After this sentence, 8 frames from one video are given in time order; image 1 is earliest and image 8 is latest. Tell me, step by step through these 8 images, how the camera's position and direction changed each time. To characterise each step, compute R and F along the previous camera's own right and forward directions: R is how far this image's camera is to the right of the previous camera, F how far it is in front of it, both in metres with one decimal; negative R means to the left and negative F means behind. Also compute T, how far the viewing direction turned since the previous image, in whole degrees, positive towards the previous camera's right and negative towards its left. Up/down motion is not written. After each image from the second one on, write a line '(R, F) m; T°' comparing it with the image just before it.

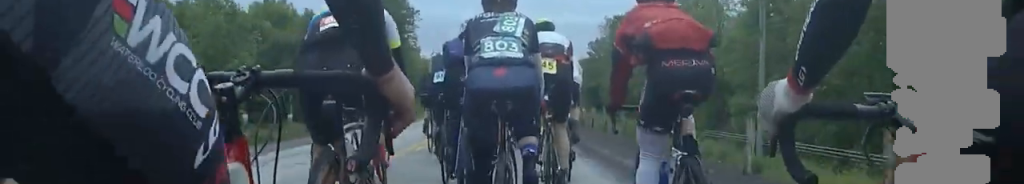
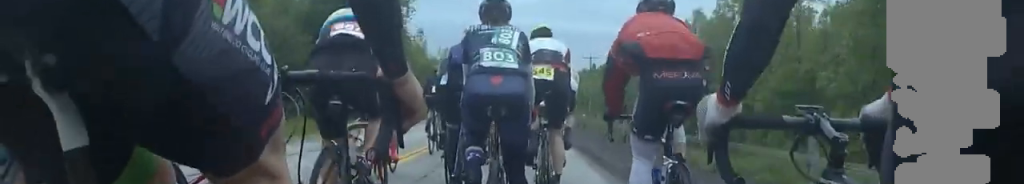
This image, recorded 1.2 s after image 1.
(+0.9, +12.4) m; -1°
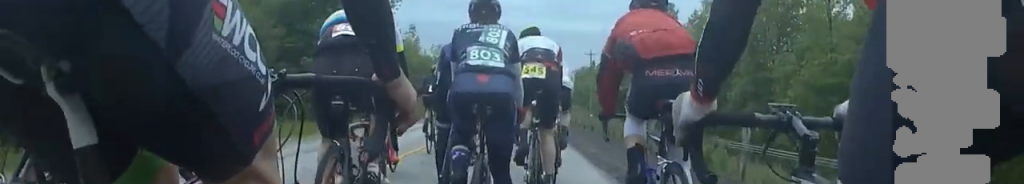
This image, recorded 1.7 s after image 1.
(-0.4, +4.8) m; -2°
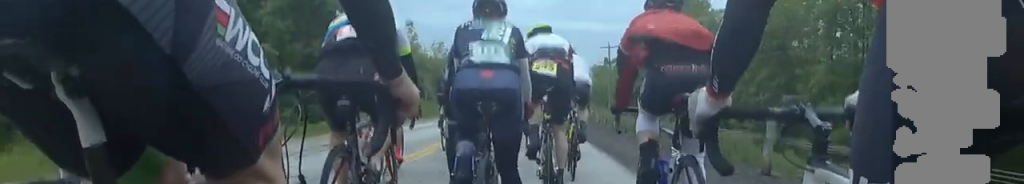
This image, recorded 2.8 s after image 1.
(-0.7, +11.0) m; -3°
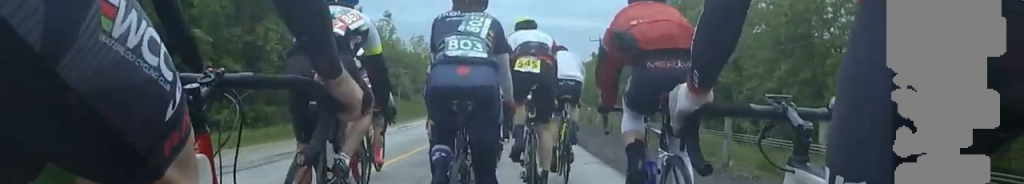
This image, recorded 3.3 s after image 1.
(+0.1, +5.7) m; +1°
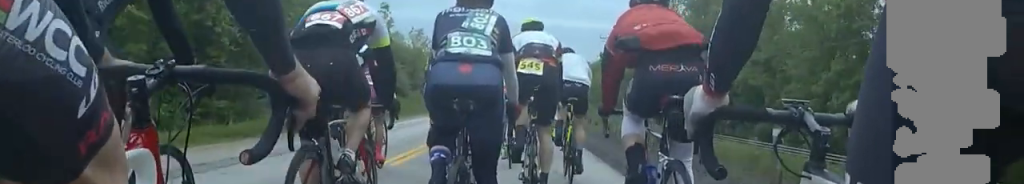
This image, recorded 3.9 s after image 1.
(0.0, +5.2) m; 0°
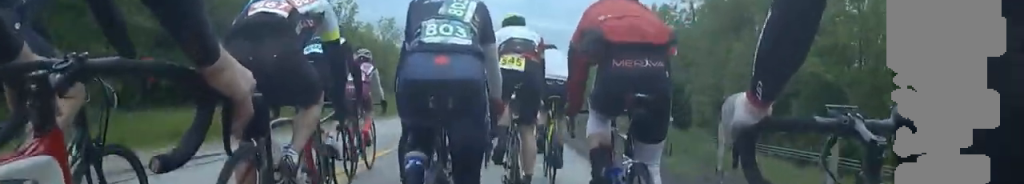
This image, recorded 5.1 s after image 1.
(0.0, +11.7) m; 0°
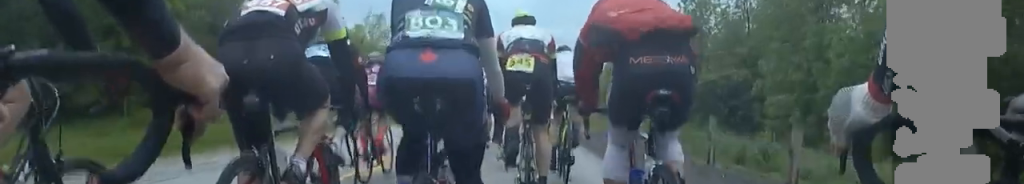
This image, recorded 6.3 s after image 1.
(0.0, +11.9) m; 0°
